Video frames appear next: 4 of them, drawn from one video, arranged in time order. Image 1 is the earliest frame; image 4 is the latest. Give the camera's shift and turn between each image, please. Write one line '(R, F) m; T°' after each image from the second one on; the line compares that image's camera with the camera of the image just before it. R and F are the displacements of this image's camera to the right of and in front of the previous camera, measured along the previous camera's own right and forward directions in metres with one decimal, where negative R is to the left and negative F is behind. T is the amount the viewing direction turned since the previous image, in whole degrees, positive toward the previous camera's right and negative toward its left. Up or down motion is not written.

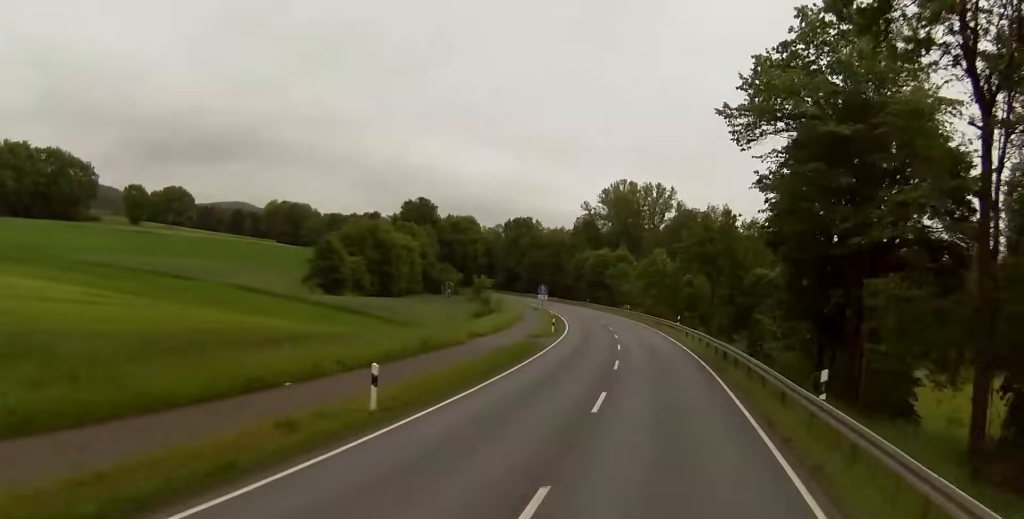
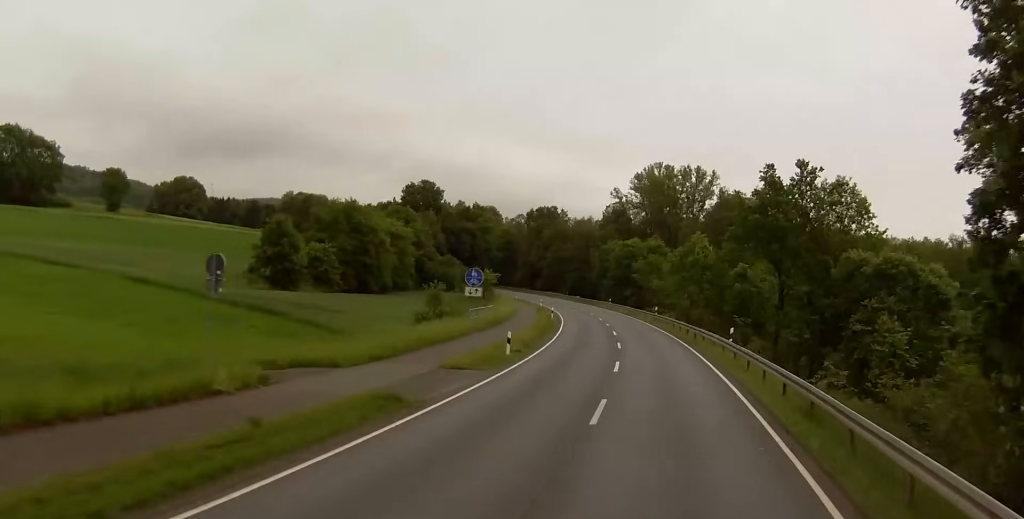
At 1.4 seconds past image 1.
(-0.5, +26.8) m; -2°
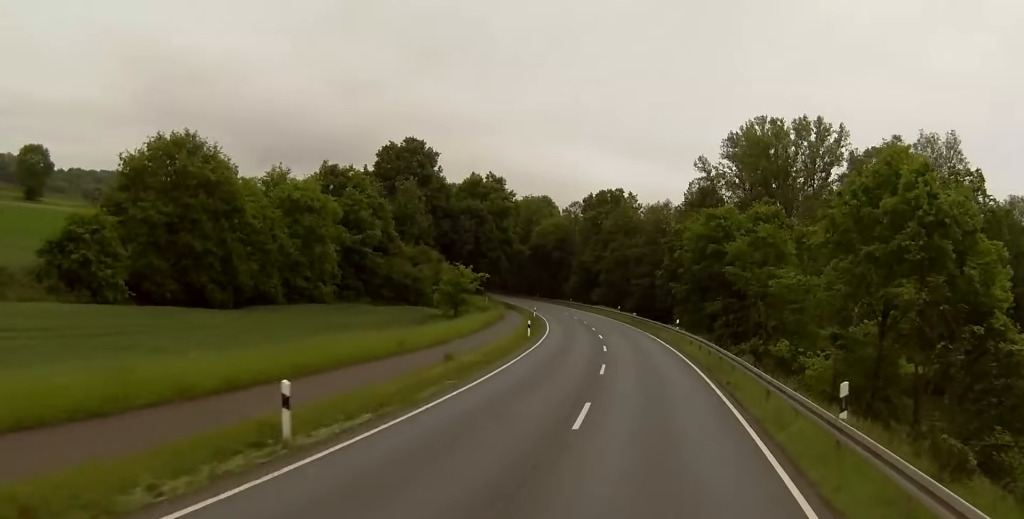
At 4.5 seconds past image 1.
(-3.6, +60.6) m; -7°
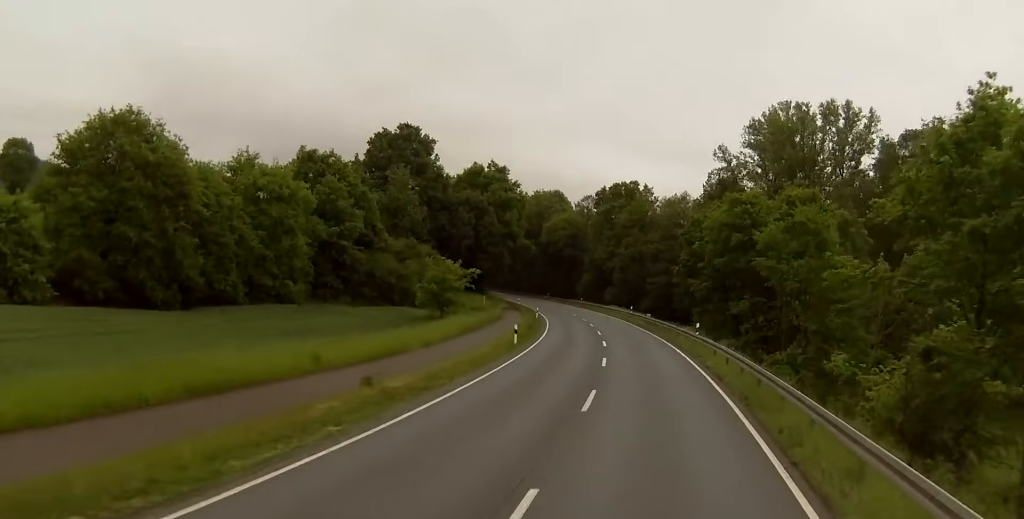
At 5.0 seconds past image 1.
(-0.4, +9.9) m; -1°
